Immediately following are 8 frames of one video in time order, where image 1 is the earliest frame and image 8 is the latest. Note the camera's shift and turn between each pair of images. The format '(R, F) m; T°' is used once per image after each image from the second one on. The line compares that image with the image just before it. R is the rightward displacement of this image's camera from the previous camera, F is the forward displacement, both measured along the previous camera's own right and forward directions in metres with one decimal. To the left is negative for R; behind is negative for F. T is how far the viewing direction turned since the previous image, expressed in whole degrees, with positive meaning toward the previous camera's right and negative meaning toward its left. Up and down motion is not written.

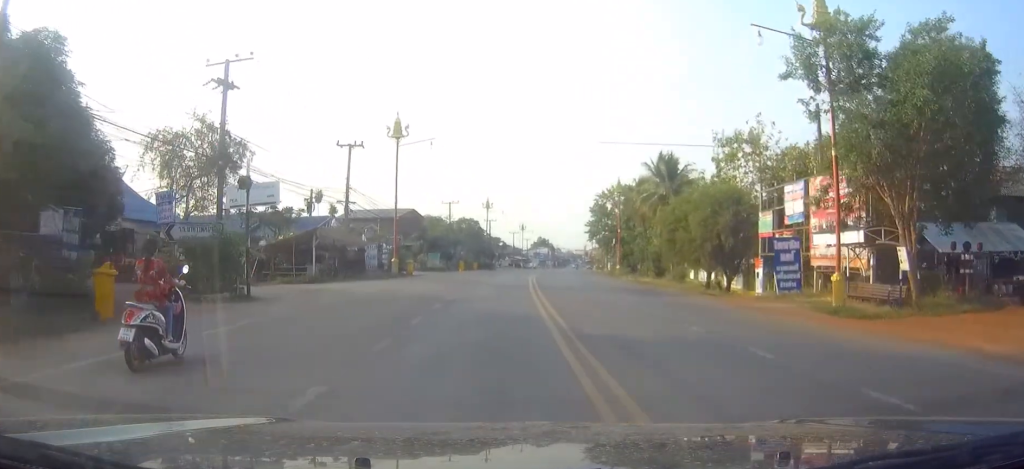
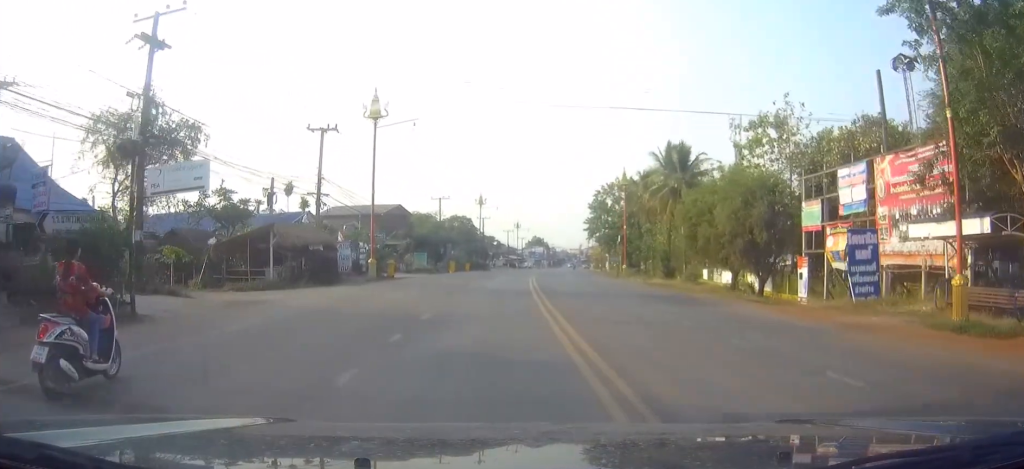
(+0.1, +6.5) m; 0°
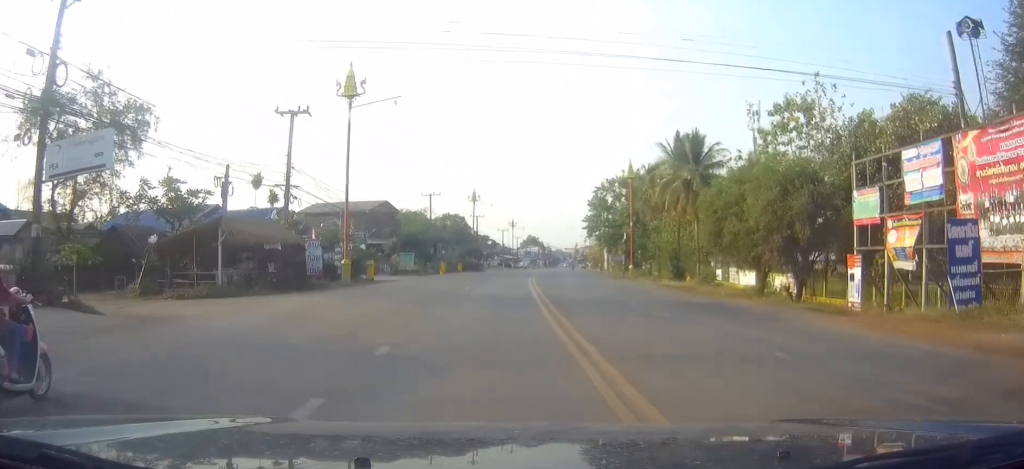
(0.0, +6.1) m; 0°
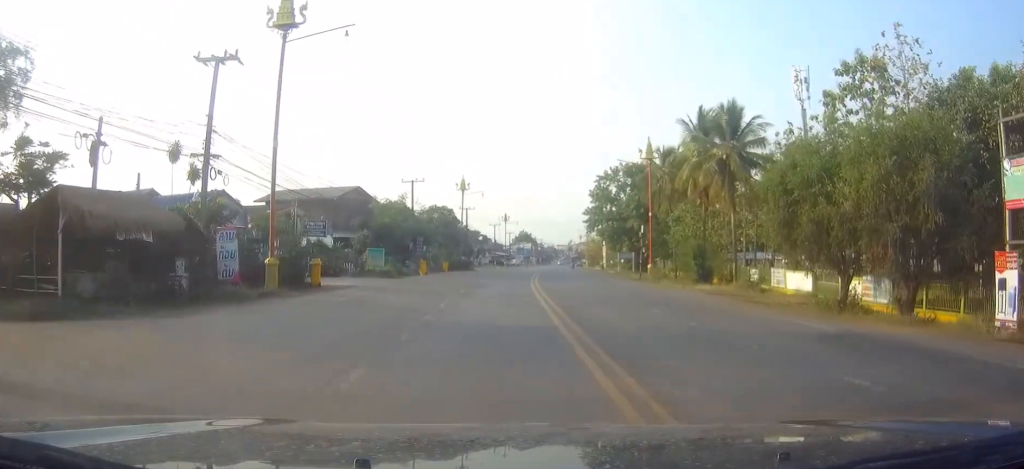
(0.0, +10.7) m; 0°
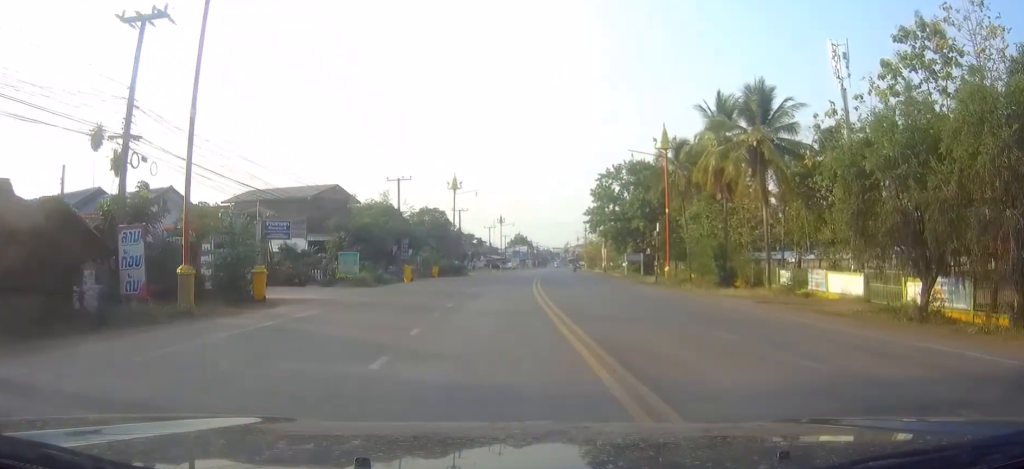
(0.0, +6.6) m; 0°
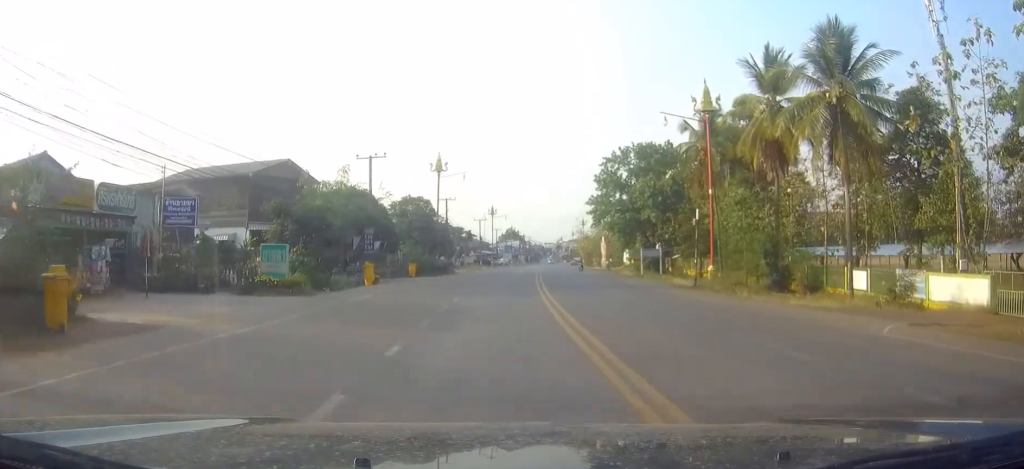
(0.0, +11.2) m; +1°
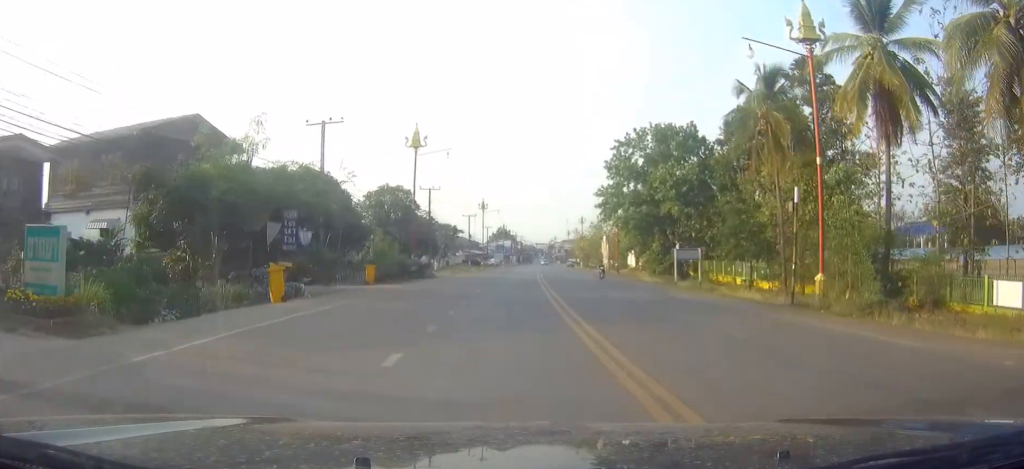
(+0.2, +13.8) m; +2°
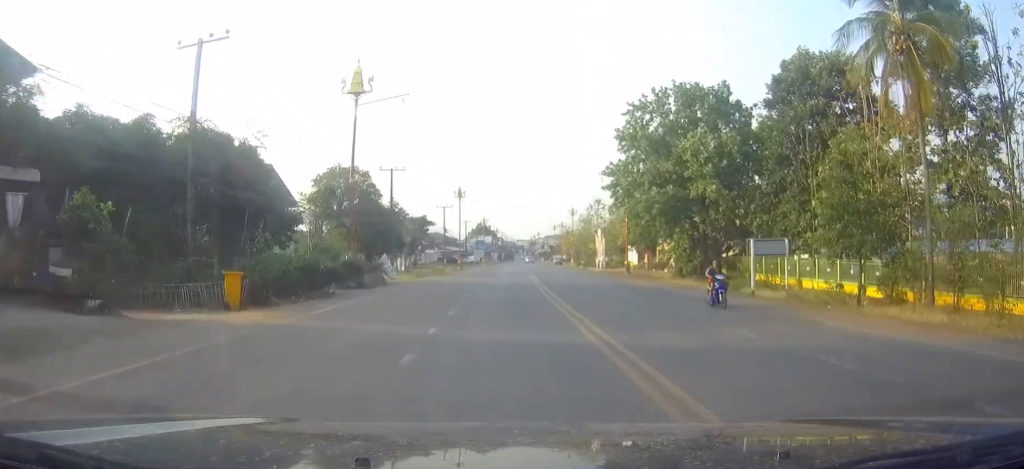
(+0.4, +17.2) m; +2°
